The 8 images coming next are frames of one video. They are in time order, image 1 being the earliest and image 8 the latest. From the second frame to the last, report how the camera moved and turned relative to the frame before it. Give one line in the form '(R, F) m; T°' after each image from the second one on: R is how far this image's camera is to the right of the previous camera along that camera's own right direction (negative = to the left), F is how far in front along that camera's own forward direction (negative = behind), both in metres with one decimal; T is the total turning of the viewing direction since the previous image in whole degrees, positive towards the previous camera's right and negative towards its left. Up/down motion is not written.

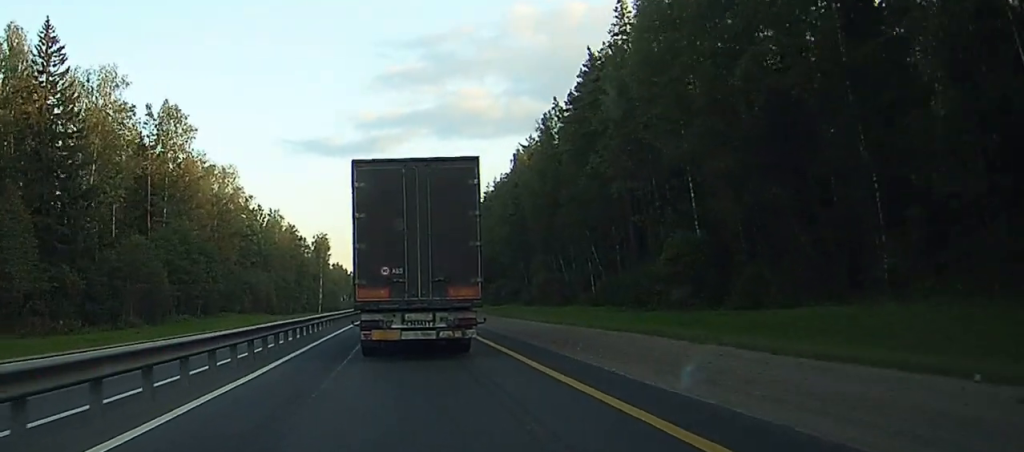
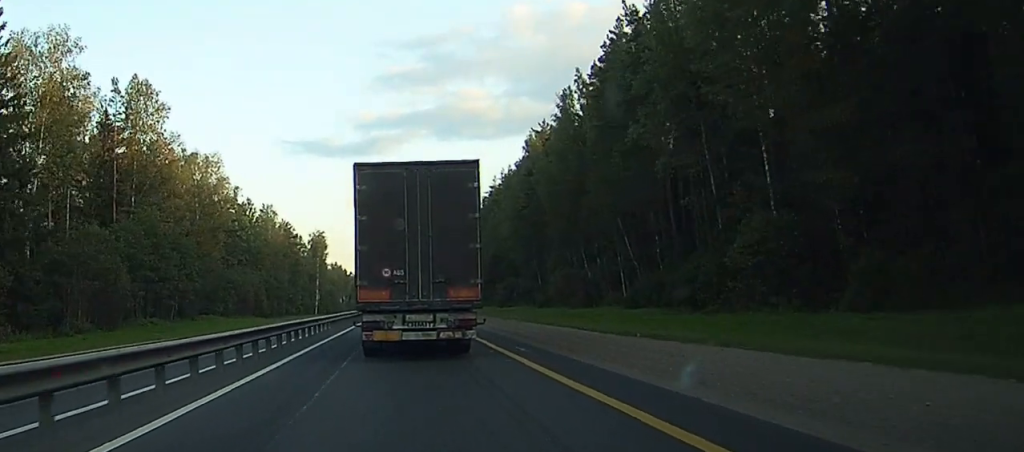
(0.0, +13.6) m; 0°
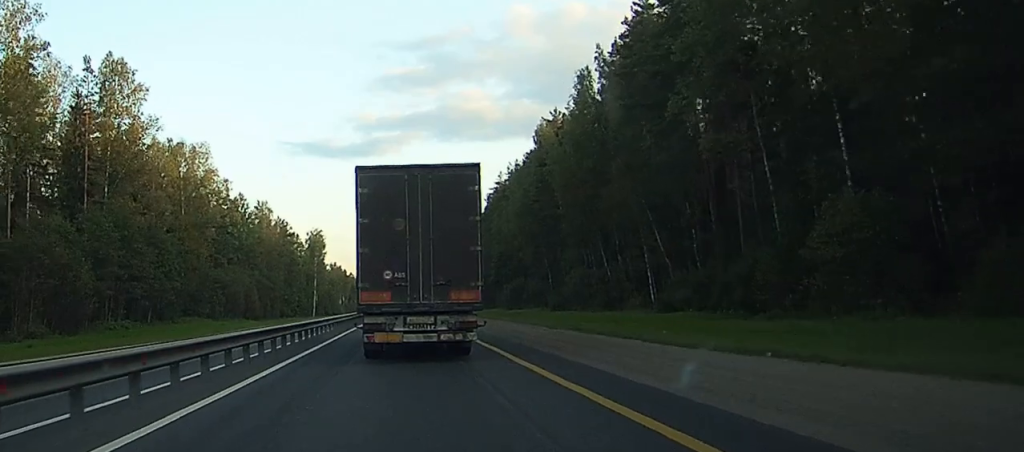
(0.0, +9.2) m; 0°
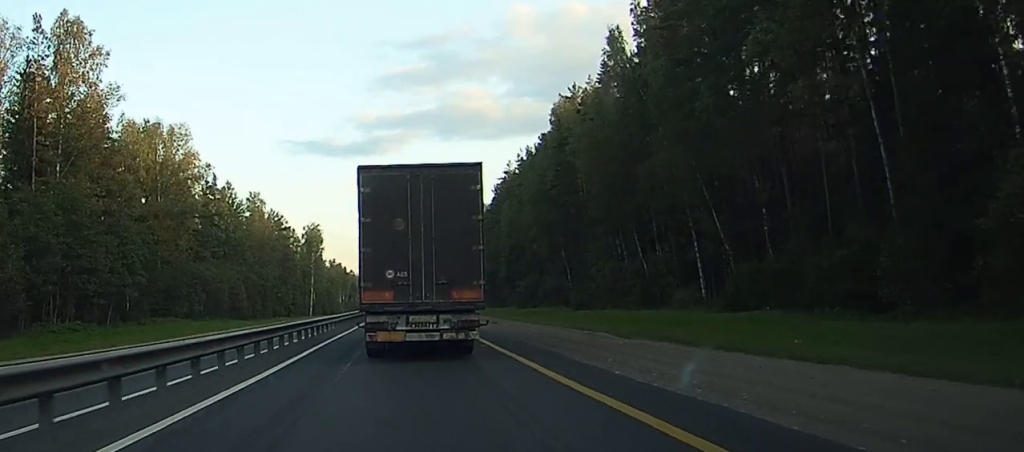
(0.0, +12.4) m; 0°
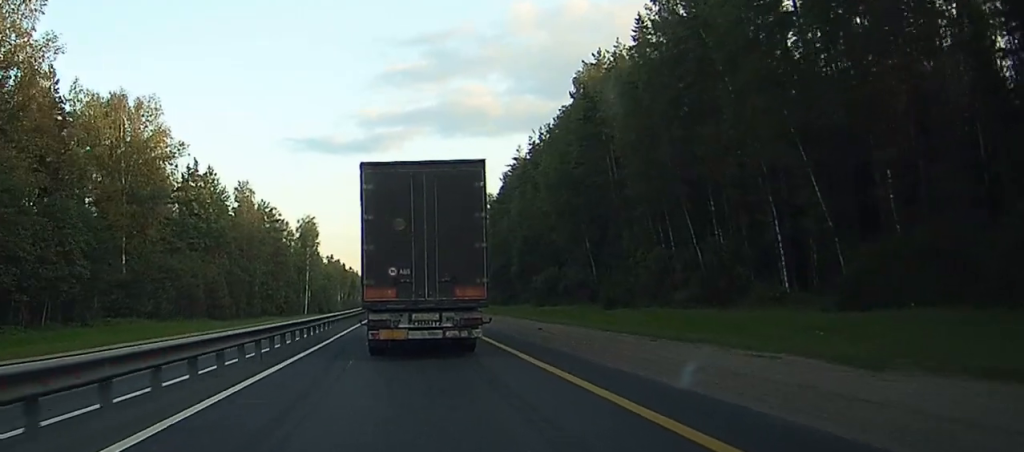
(0.0, +13.6) m; 0°
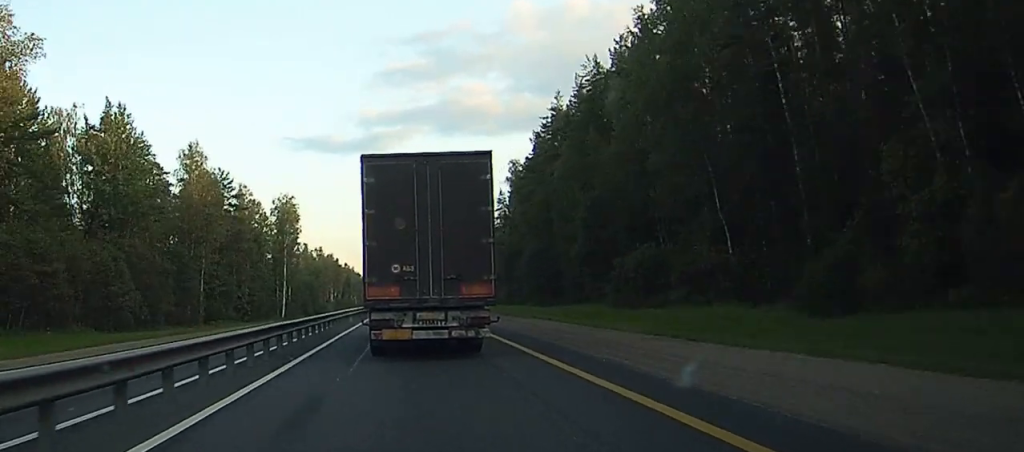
(+0.1, +37.3) m; 0°
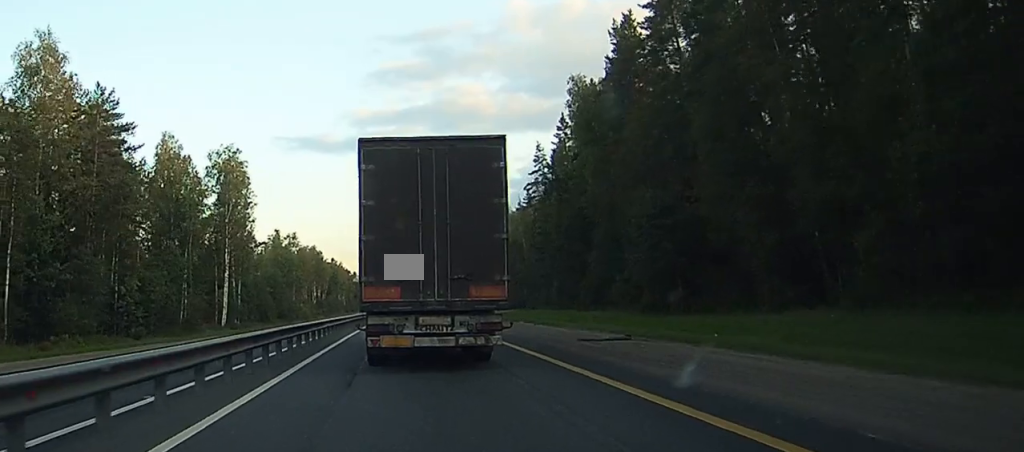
(-0.1, +47.2) m; 0°
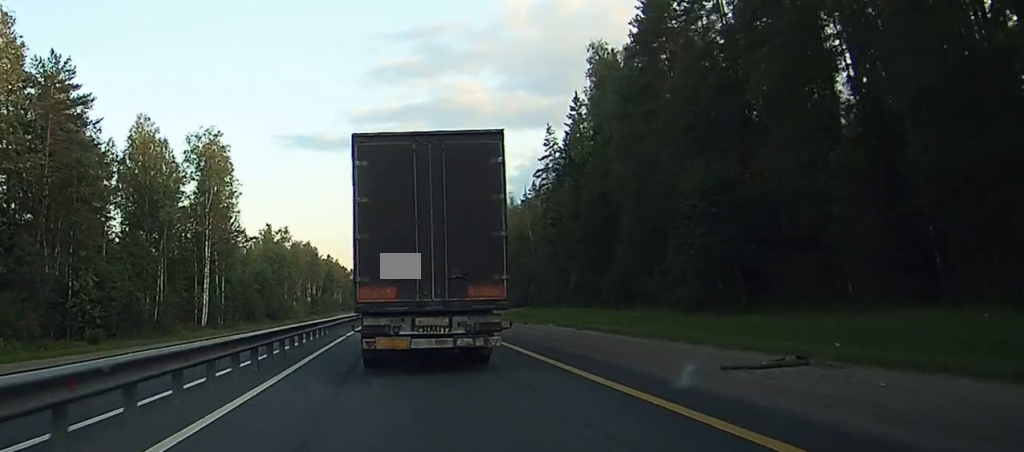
(0.0, +10.4) m; 0°
